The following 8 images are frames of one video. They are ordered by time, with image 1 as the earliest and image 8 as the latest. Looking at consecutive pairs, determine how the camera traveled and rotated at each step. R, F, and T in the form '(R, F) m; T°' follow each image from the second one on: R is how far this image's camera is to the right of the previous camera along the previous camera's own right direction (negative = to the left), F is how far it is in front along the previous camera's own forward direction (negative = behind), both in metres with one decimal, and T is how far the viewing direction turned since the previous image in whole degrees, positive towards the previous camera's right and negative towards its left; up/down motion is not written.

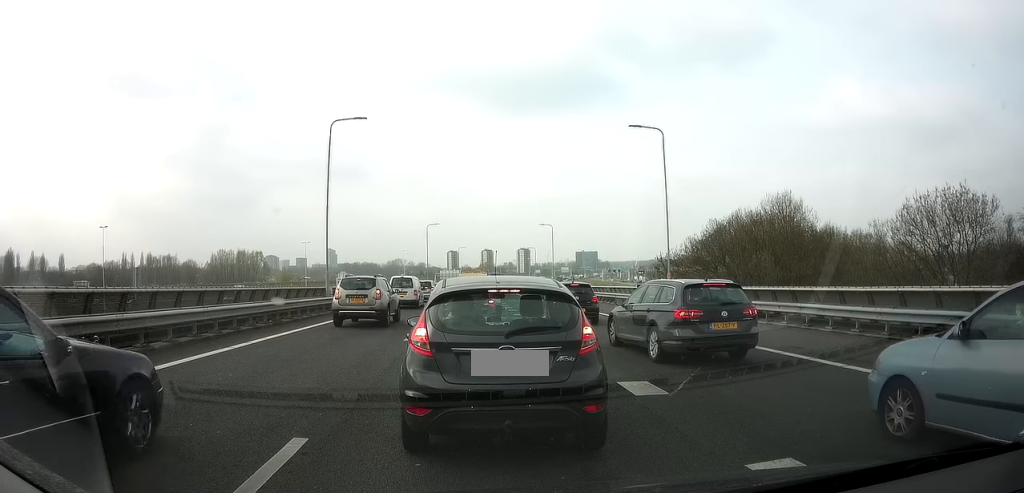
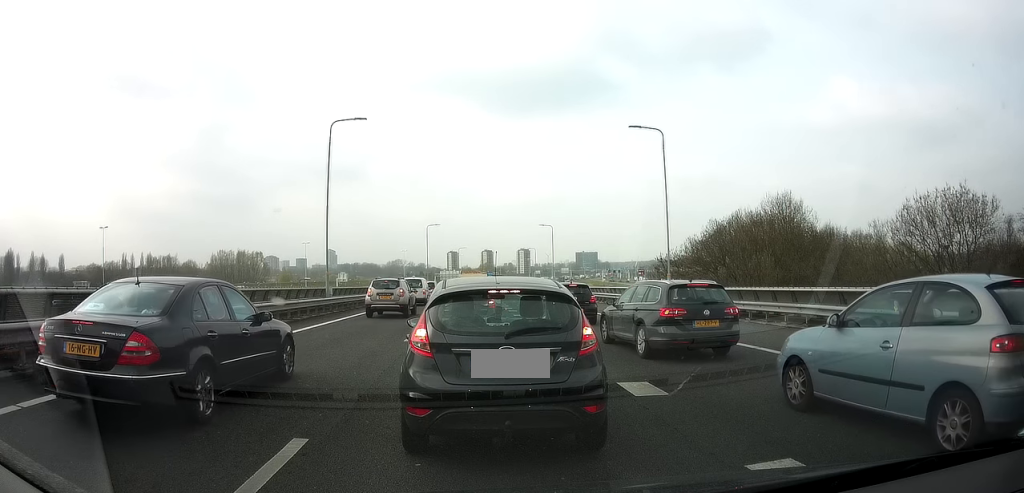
(0.0, 0.0) m; 0°
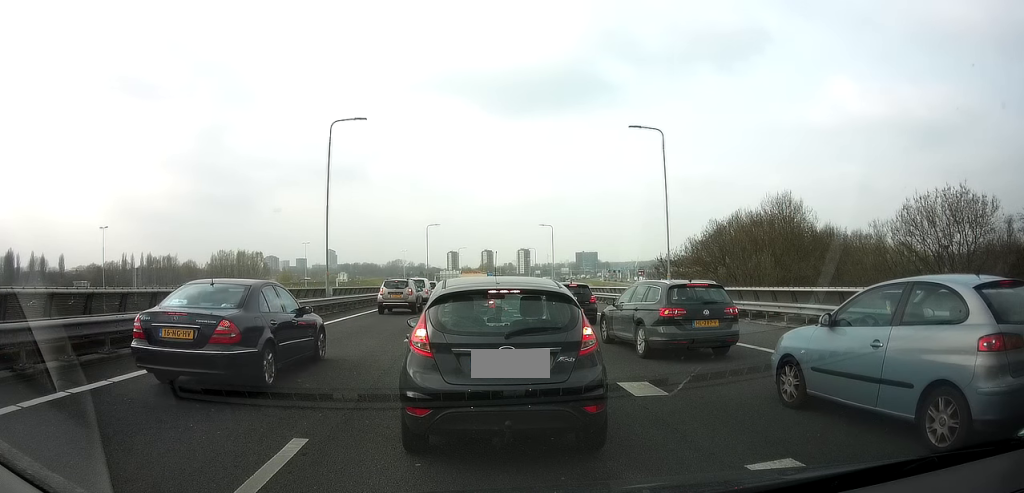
(0.0, 0.0) m; 0°
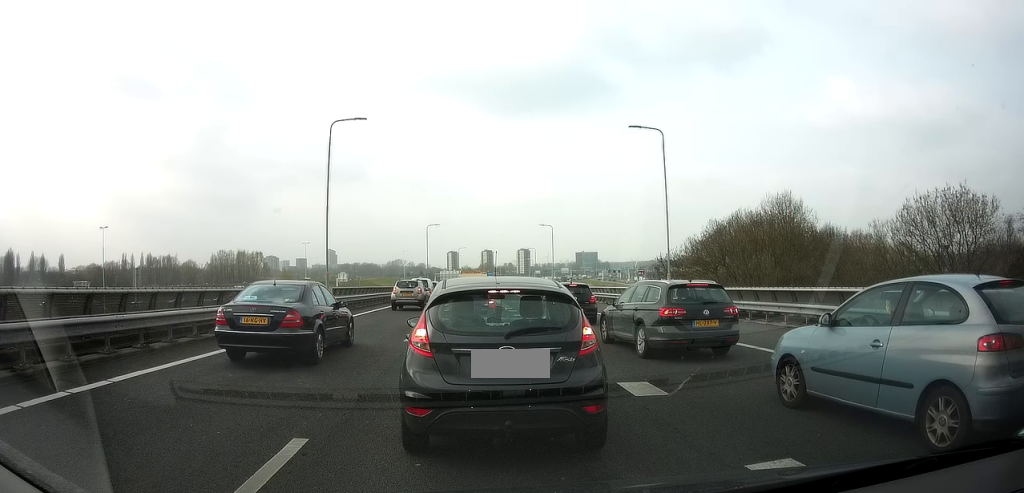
(0.0, 0.0) m; 0°
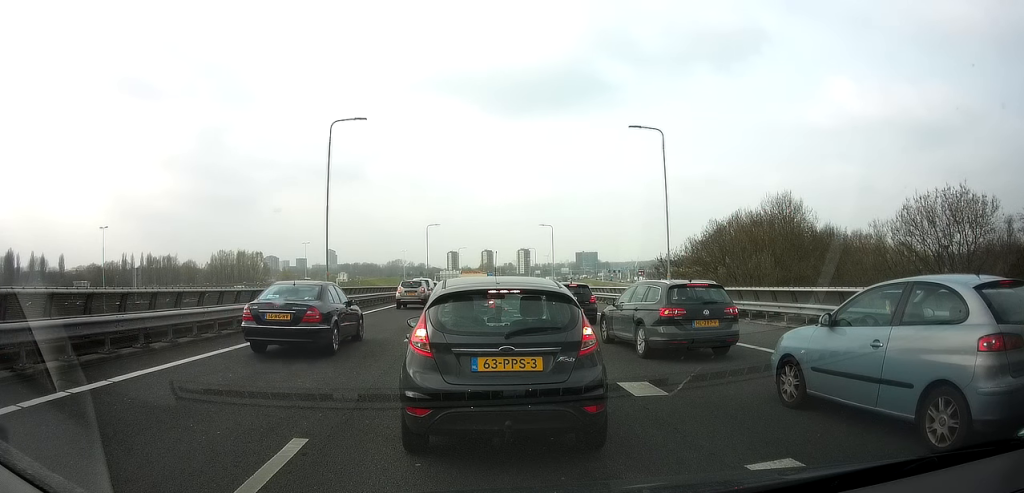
(0.0, 0.0) m; 0°
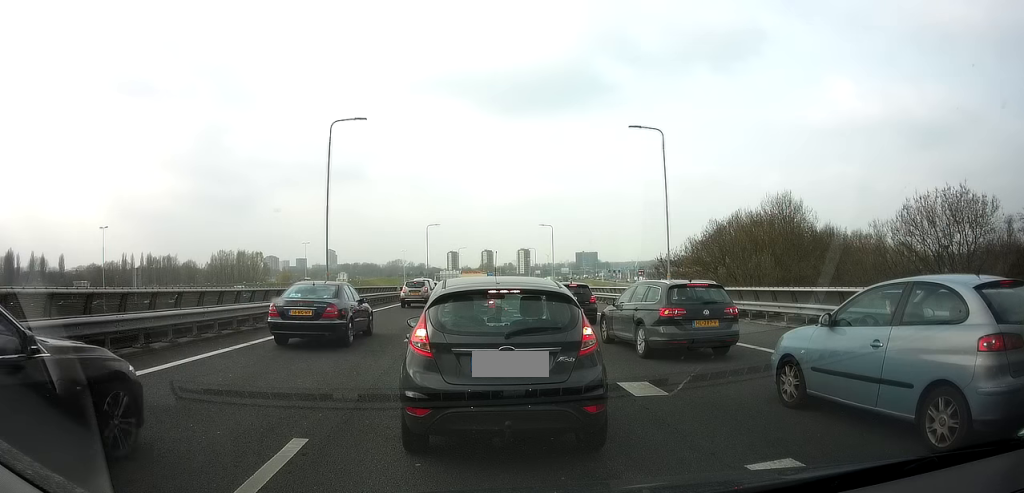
(0.0, 0.0) m; 0°
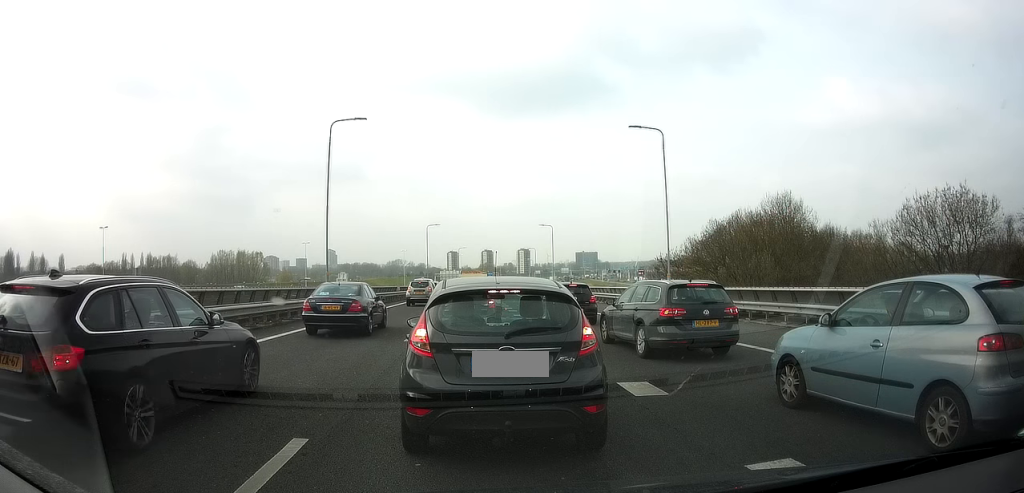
(0.0, 0.0) m; 0°
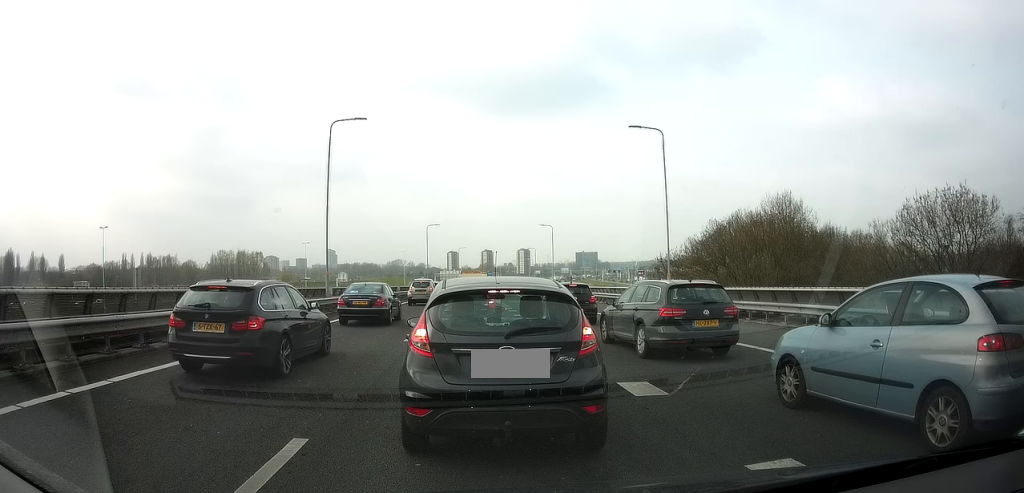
(0.0, 0.0) m; 0°
